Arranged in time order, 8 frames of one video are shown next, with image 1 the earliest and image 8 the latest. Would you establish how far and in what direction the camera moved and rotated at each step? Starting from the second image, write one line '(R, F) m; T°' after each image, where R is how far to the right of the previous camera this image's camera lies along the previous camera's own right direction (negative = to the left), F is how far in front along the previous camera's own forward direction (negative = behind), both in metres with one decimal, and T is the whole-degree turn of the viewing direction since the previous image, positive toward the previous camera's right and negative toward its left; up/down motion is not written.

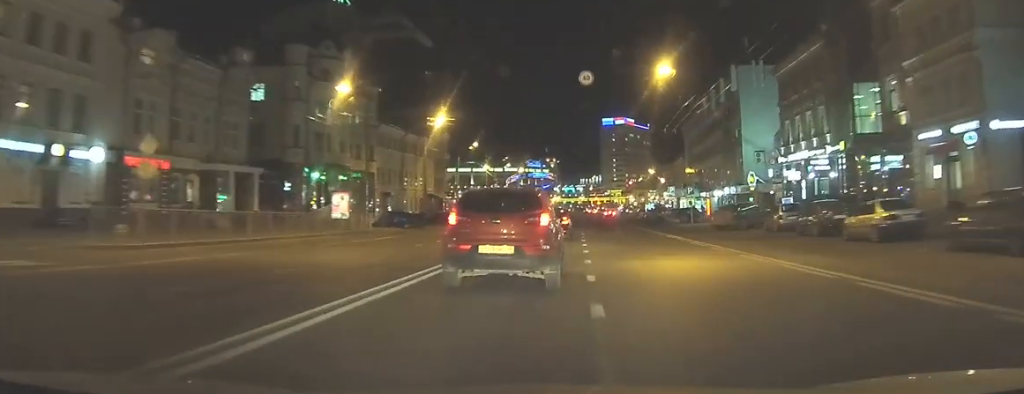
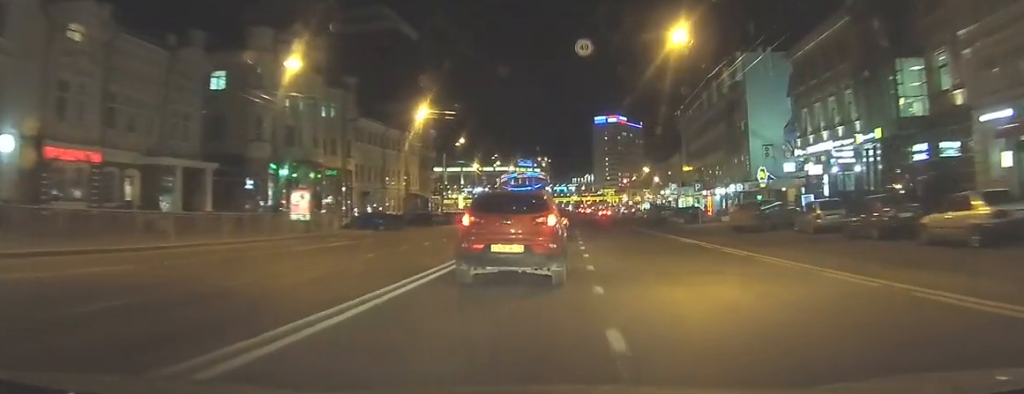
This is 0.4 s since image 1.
(+0.1, +5.6) m; +1°
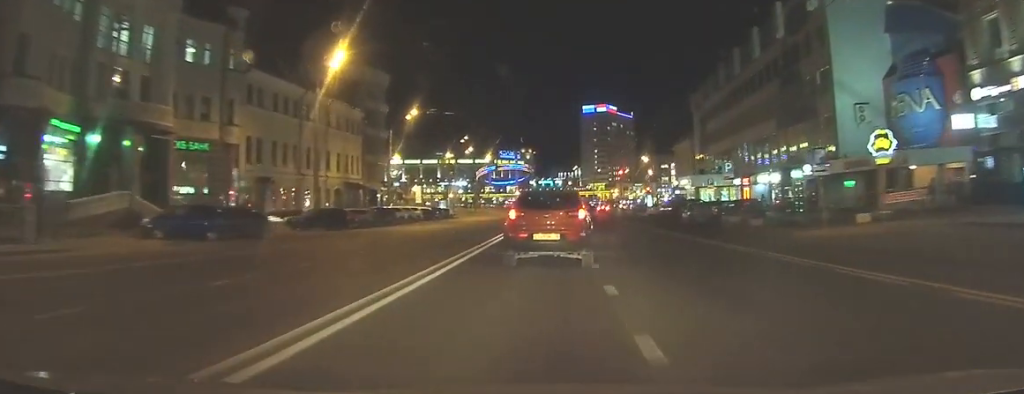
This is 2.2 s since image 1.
(+0.3, +22.9) m; +1°
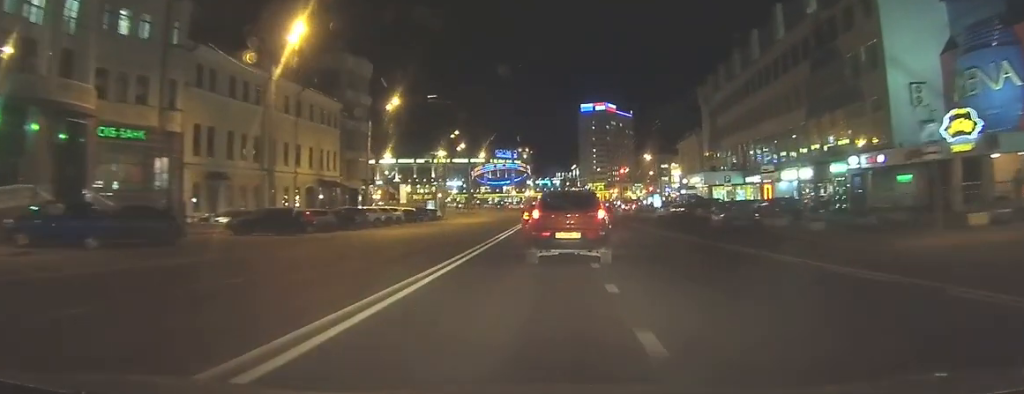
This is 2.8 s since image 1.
(0.0, +7.0) m; 0°
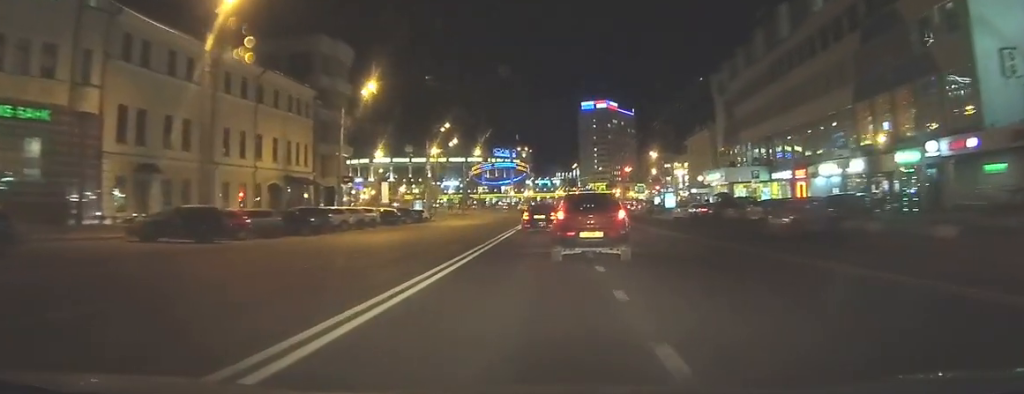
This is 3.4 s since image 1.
(0.0, +7.6) m; 0°
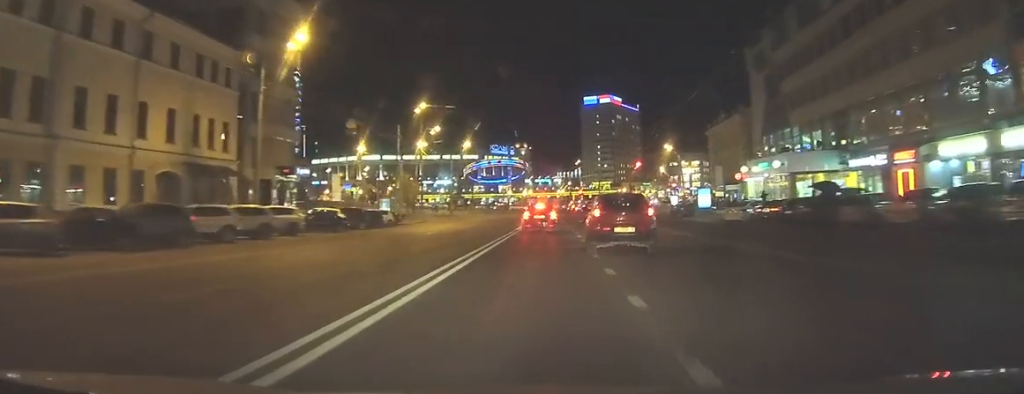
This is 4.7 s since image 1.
(0.0, +15.7) m; 0°
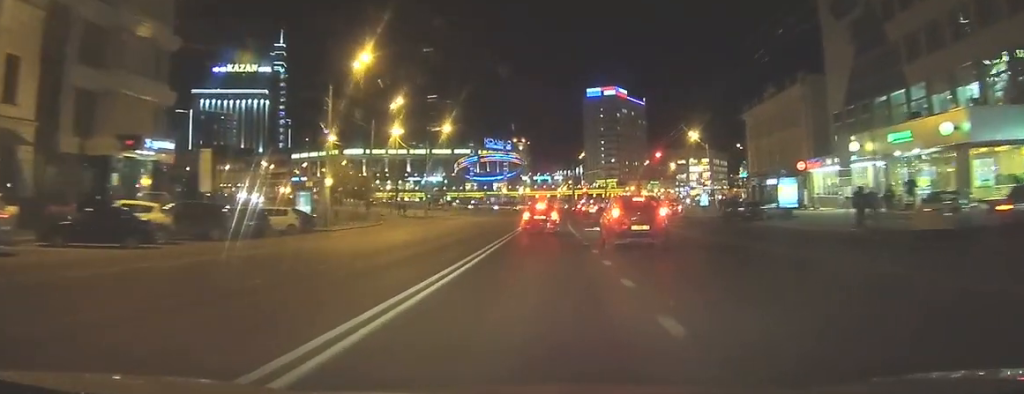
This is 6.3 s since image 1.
(+0.1, +23.5) m; +1°
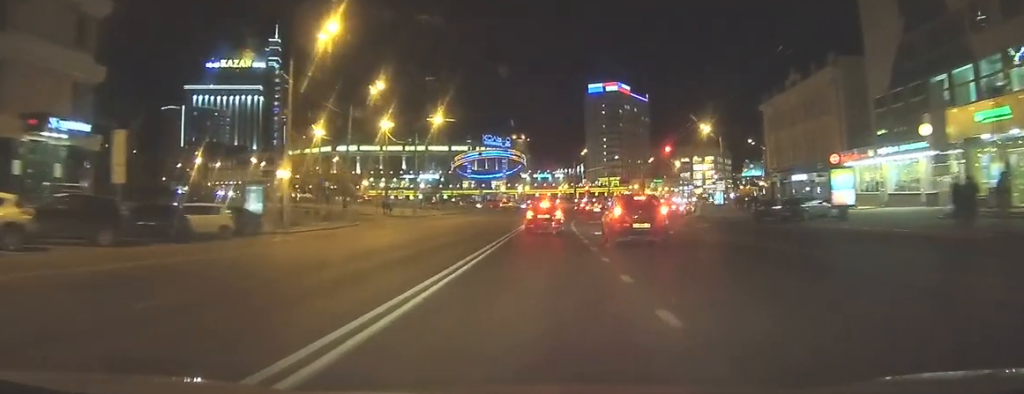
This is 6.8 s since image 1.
(0.0, +7.9) m; 0°
